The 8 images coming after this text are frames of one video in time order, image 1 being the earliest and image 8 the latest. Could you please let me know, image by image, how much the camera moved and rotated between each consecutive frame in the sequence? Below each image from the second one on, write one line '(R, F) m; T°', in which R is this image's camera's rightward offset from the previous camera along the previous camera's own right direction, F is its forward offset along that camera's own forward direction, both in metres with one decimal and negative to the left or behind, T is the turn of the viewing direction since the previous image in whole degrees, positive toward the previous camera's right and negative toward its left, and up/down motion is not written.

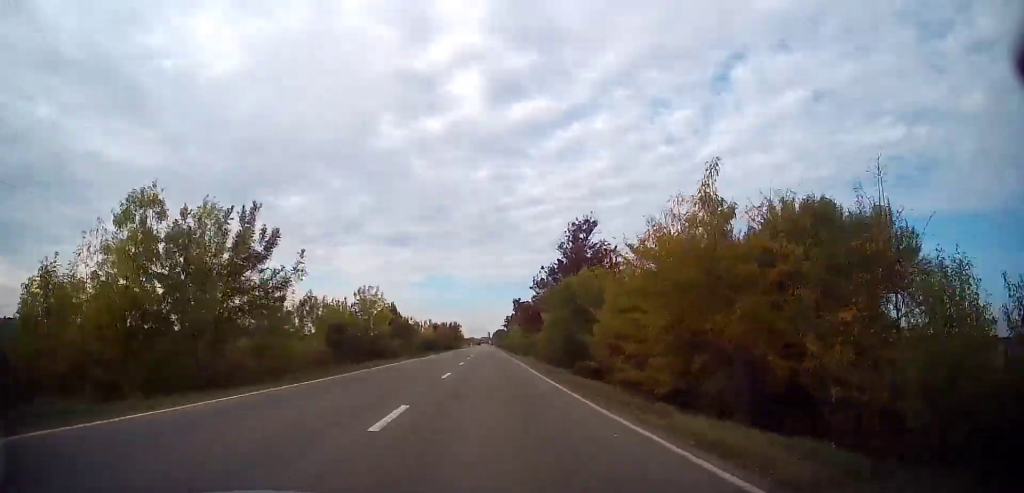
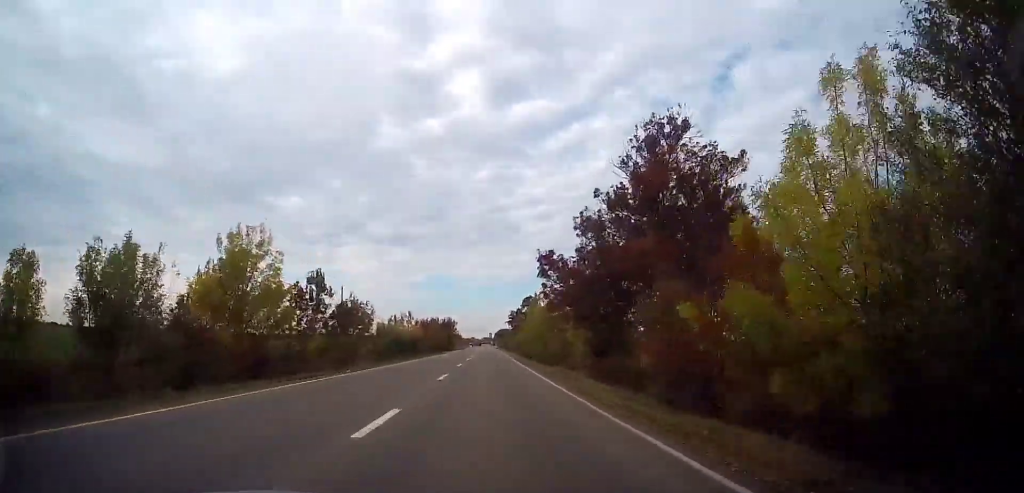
(-0.2, +22.9) m; -1°
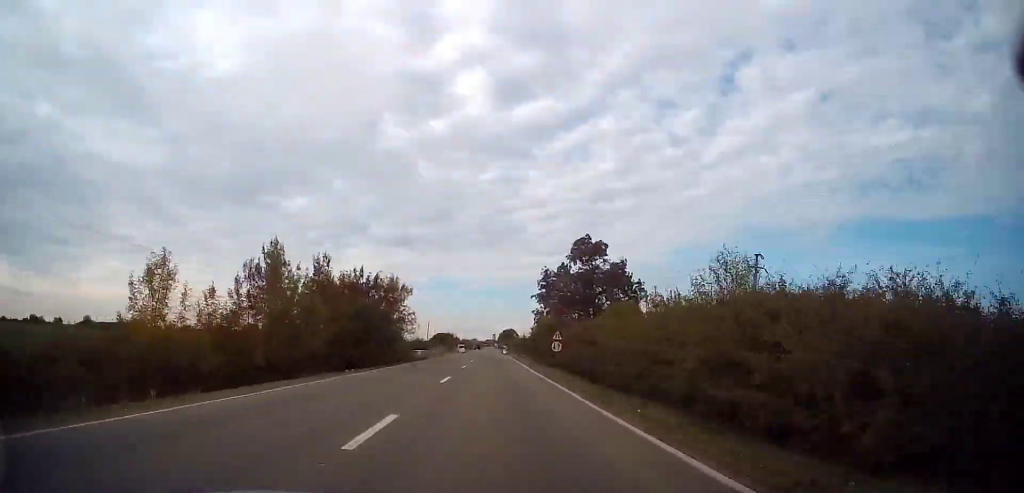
(-0.4, +67.5) m; 0°
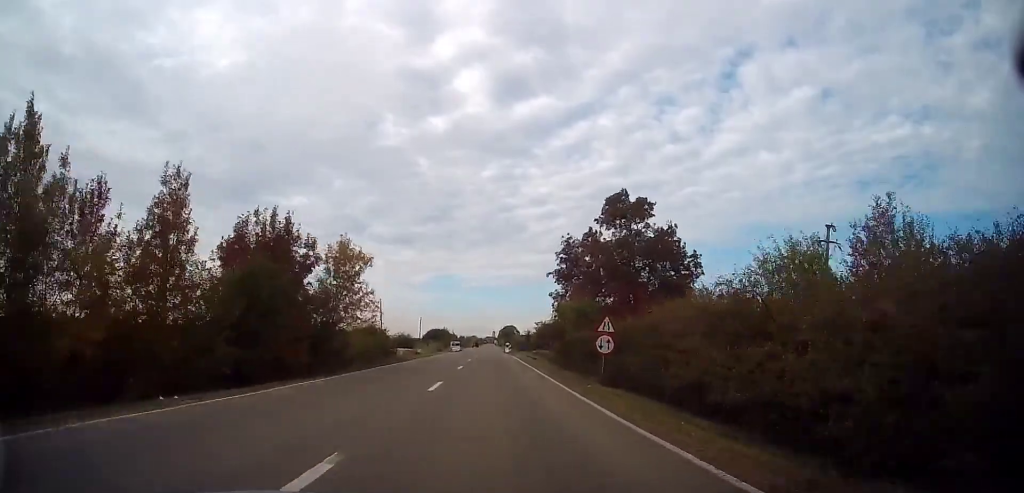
(0.0, +14.7) m; 0°
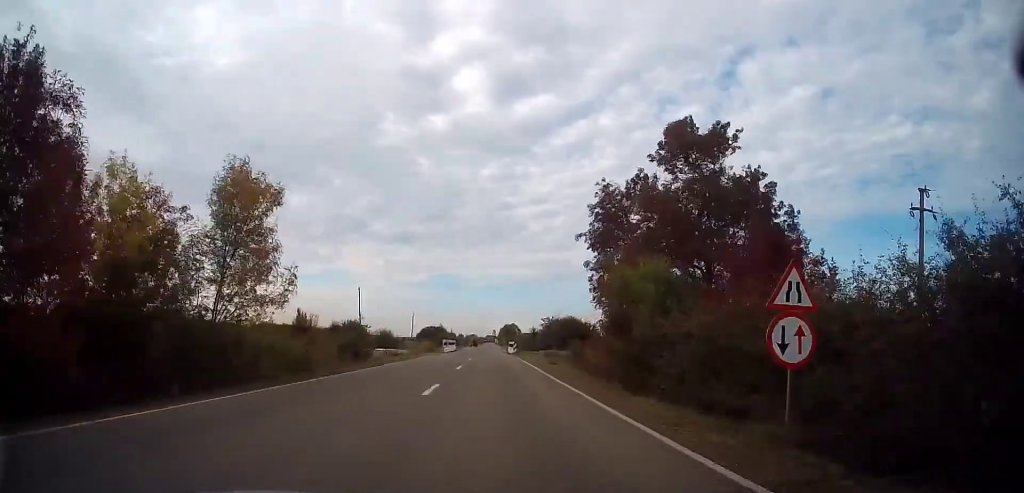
(0.0, +12.9) m; 0°
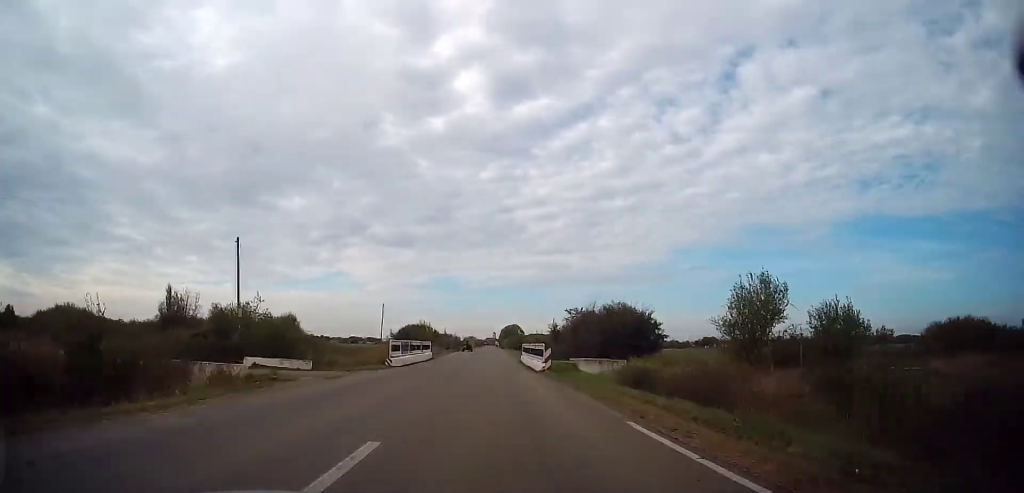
(-0.3, +32.1) m; -1°
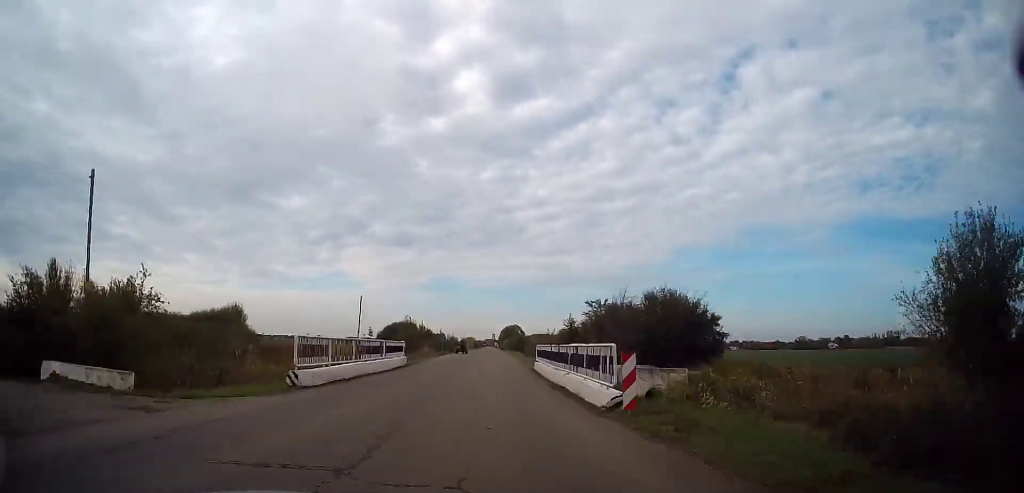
(-0.3, +13.8) m; 0°
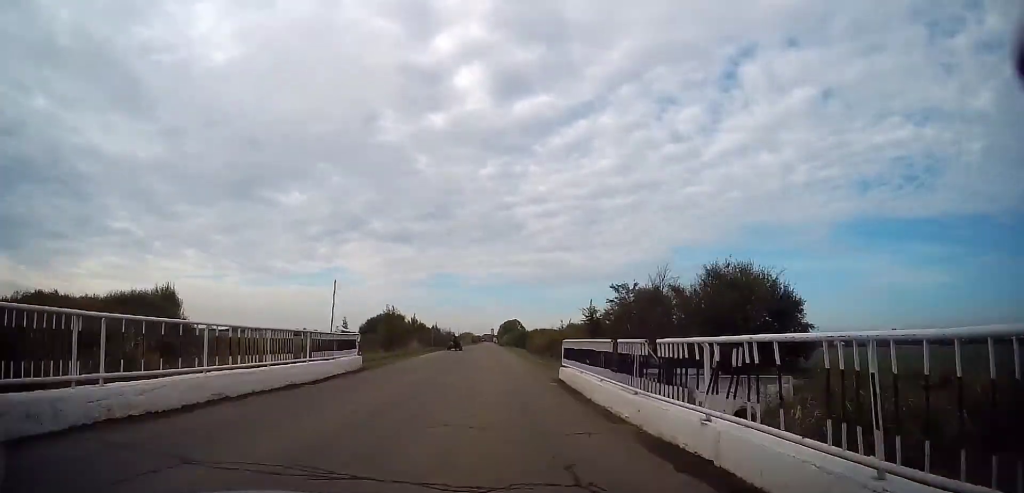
(+0.2, +11.2) m; +1°
